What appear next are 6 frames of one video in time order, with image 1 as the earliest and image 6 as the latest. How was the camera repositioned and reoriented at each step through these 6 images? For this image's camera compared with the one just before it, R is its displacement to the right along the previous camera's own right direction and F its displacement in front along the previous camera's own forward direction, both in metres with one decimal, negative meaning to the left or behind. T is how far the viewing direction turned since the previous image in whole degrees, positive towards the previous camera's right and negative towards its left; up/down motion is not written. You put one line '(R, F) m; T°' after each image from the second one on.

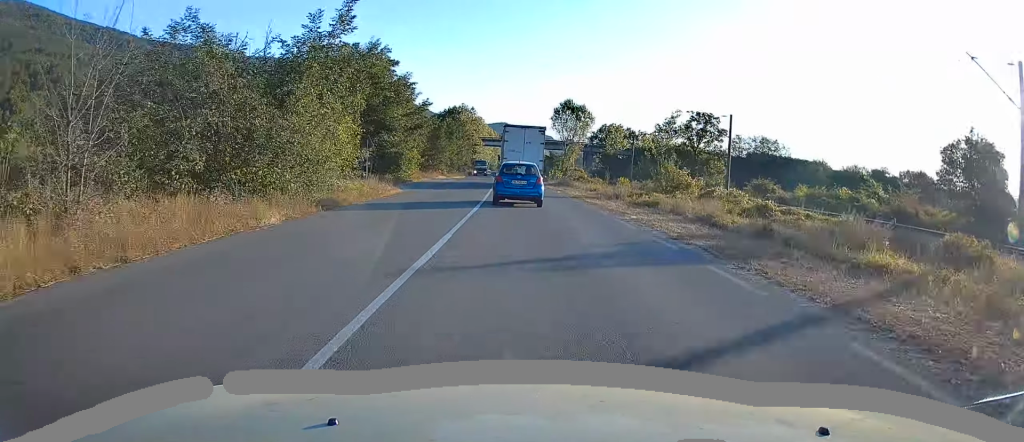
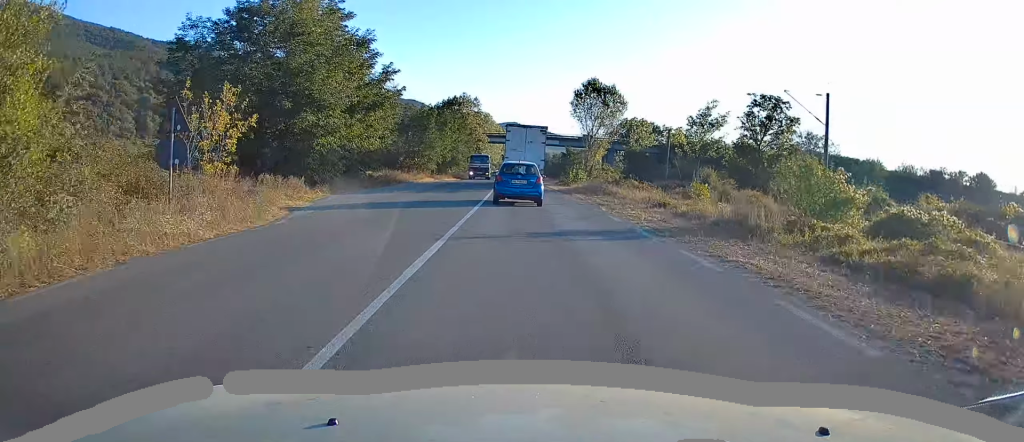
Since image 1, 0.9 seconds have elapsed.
(-0.3, +18.6) m; -2°
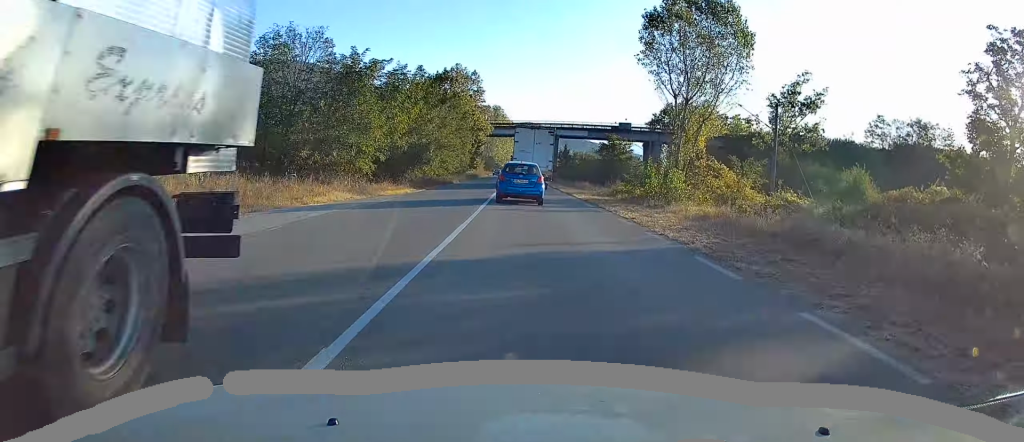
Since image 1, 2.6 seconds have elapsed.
(-0.8, +33.2) m; -1°
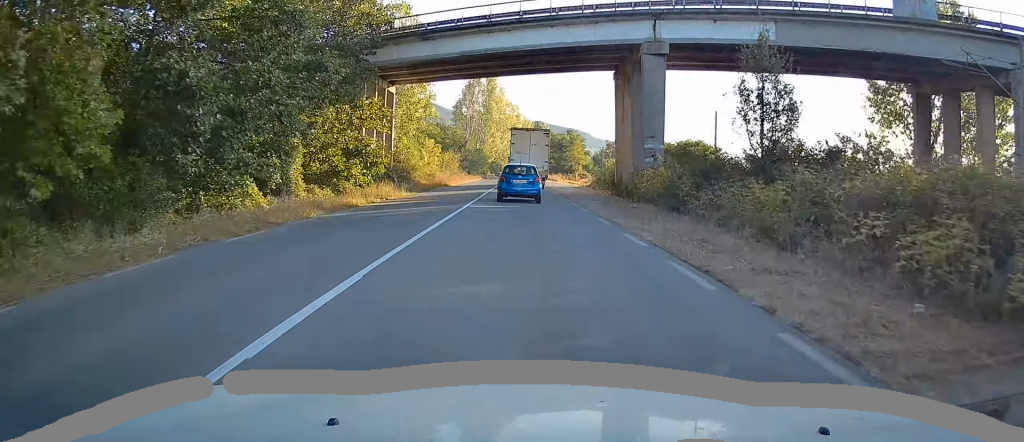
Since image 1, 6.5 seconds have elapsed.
(-0.7, +78.0) m; -1°
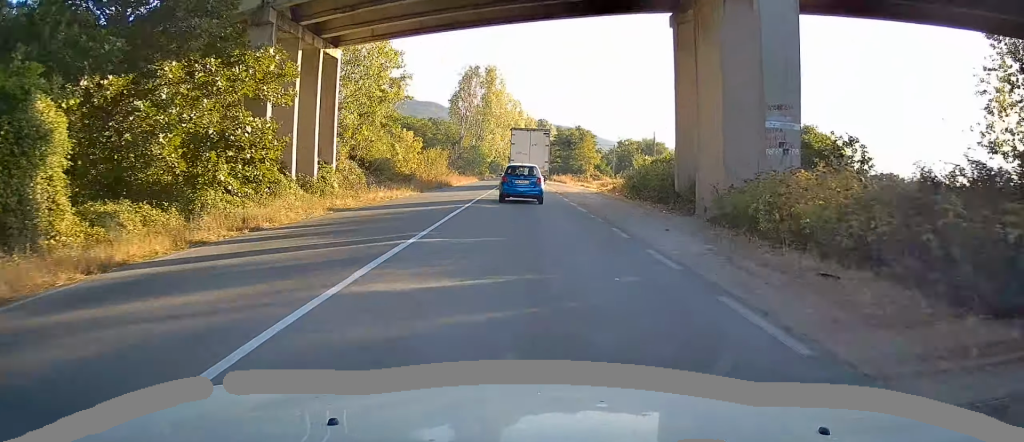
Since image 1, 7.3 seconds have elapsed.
(0.0, +14.7) m; 0°
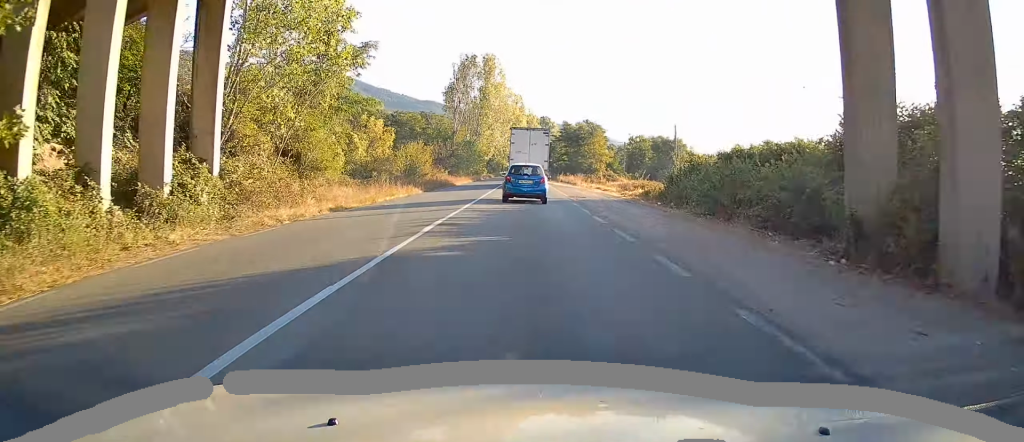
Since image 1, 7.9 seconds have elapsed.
(0.0, +12.7) m; 0°
